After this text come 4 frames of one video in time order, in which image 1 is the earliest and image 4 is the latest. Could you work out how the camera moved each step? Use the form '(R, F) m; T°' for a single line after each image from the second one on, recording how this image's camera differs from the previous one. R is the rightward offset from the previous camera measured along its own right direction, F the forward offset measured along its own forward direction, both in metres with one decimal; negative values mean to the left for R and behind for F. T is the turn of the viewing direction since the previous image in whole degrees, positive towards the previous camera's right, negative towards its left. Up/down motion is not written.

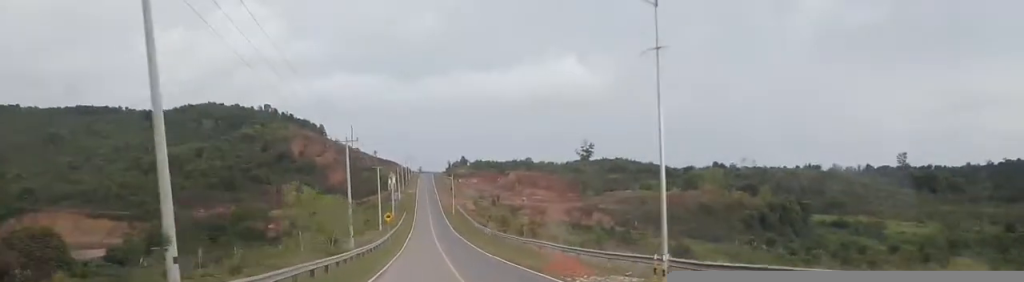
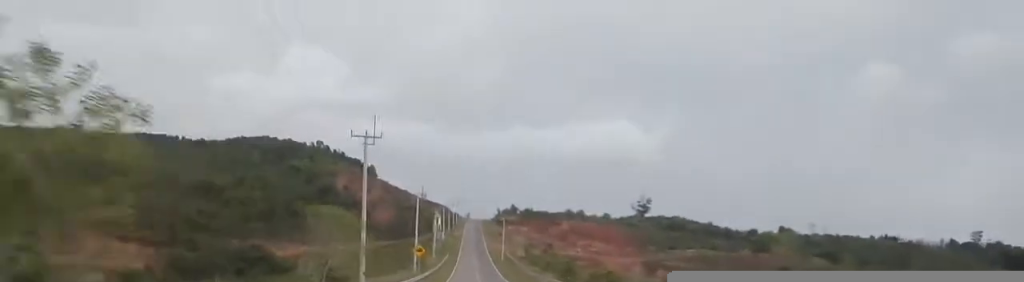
(+1.0, +22.8) m; +3°
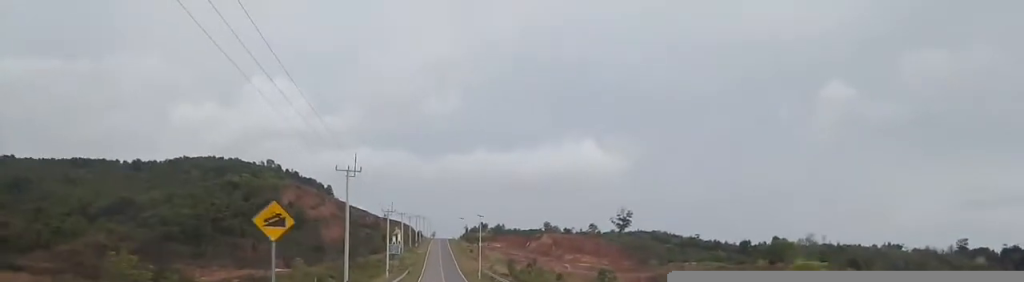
(+0.1, +39.9) m; -2°
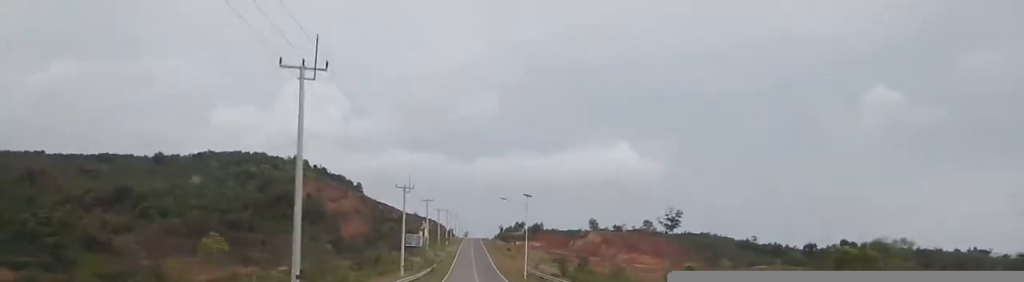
(-1.0, +29.4) m; -1°
